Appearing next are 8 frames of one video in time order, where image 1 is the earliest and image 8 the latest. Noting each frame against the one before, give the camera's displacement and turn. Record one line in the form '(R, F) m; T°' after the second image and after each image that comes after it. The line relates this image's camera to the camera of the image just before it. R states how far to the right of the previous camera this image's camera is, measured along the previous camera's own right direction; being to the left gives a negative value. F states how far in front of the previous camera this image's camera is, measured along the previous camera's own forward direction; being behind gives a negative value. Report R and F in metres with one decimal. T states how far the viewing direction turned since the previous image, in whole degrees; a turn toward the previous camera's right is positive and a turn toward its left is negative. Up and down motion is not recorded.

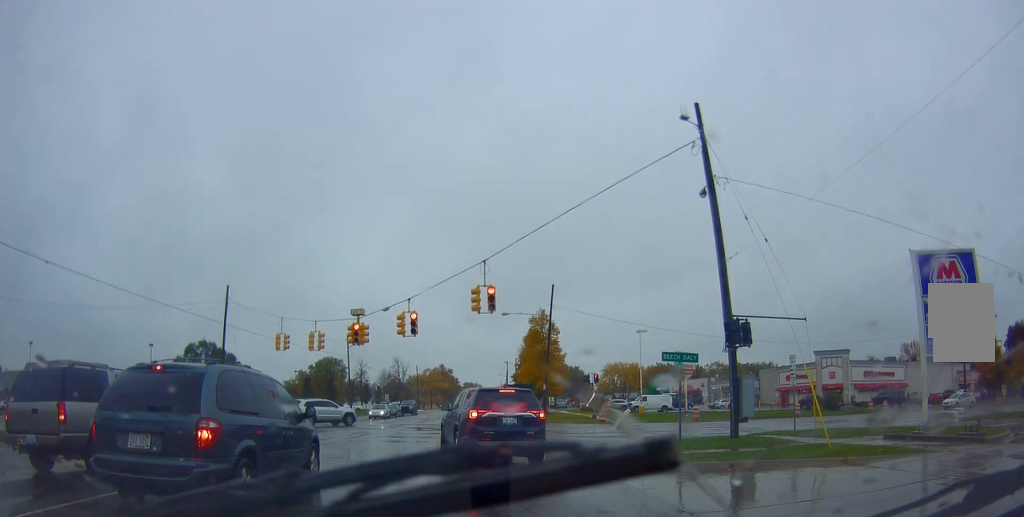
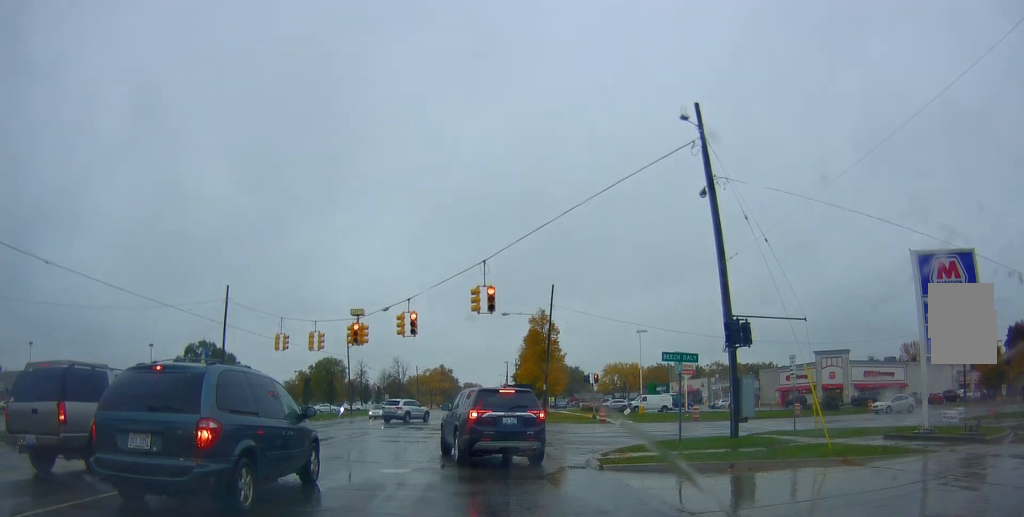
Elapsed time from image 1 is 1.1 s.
(0.0, 0.0) m; 0°
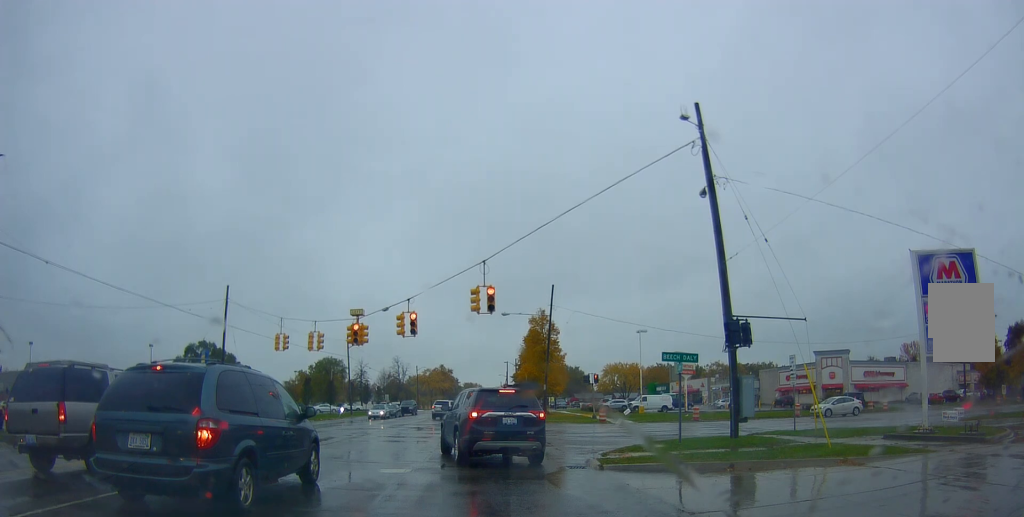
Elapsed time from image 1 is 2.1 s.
(0.0, 0.0) m; 0°
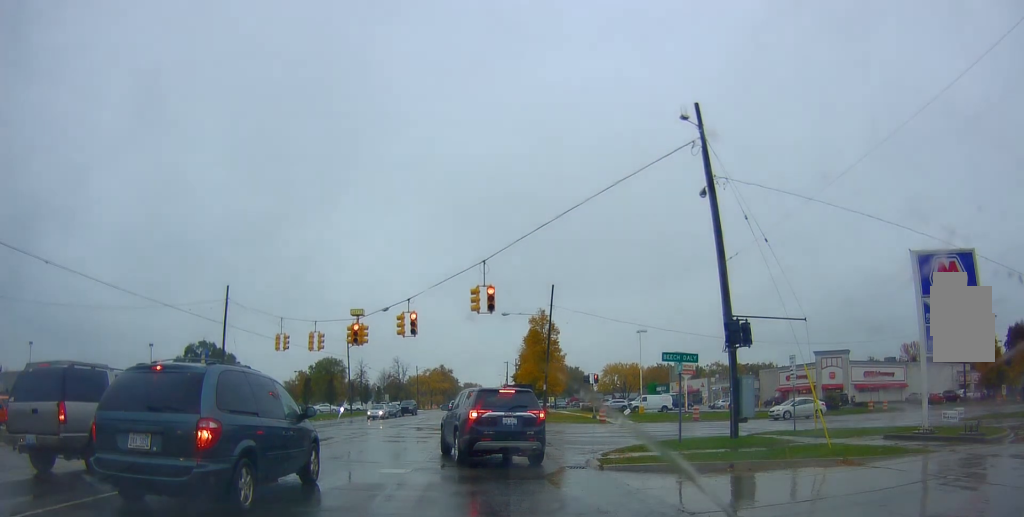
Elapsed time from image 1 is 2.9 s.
(0.0, 0.0) m; 0°
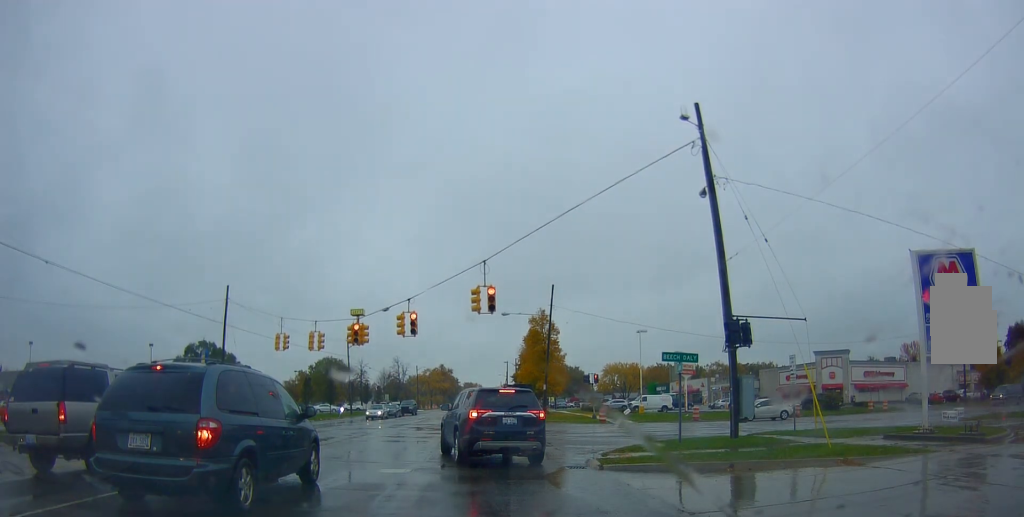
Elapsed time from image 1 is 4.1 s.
(0.0, 0.0) m; 0°
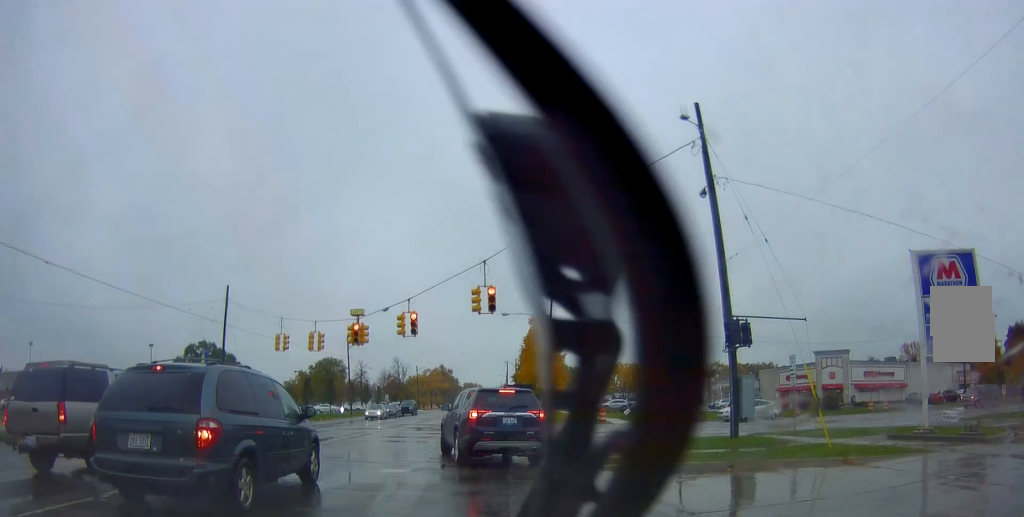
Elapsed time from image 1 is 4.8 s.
(0.0, 0.0) m; 0°
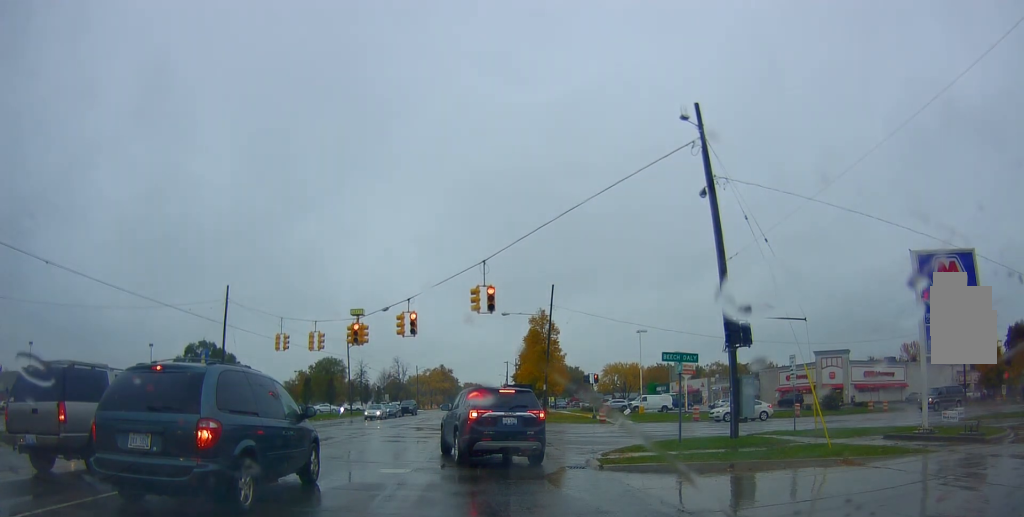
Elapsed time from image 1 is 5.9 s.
(0.0, 0.0) m; 0°
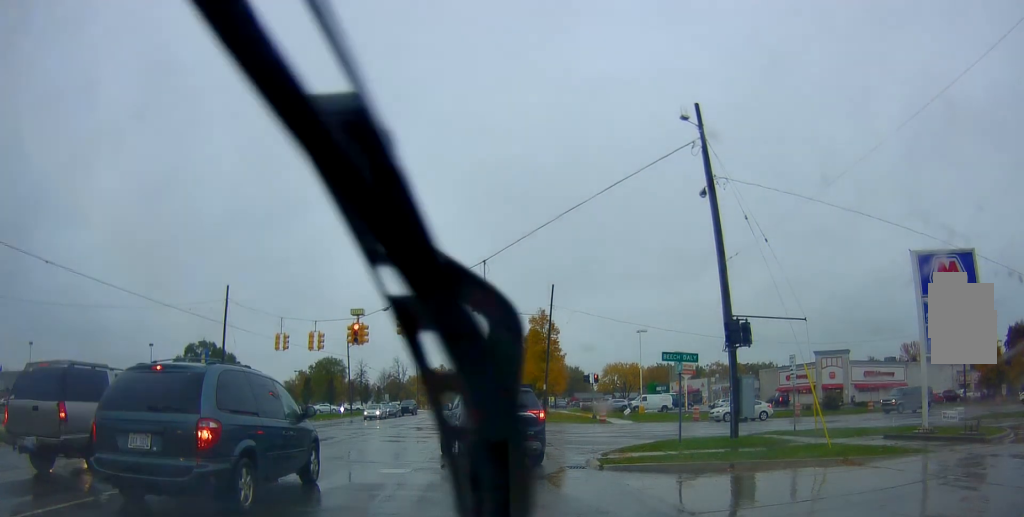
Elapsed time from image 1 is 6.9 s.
(0.0, 0.0) m; 0°
